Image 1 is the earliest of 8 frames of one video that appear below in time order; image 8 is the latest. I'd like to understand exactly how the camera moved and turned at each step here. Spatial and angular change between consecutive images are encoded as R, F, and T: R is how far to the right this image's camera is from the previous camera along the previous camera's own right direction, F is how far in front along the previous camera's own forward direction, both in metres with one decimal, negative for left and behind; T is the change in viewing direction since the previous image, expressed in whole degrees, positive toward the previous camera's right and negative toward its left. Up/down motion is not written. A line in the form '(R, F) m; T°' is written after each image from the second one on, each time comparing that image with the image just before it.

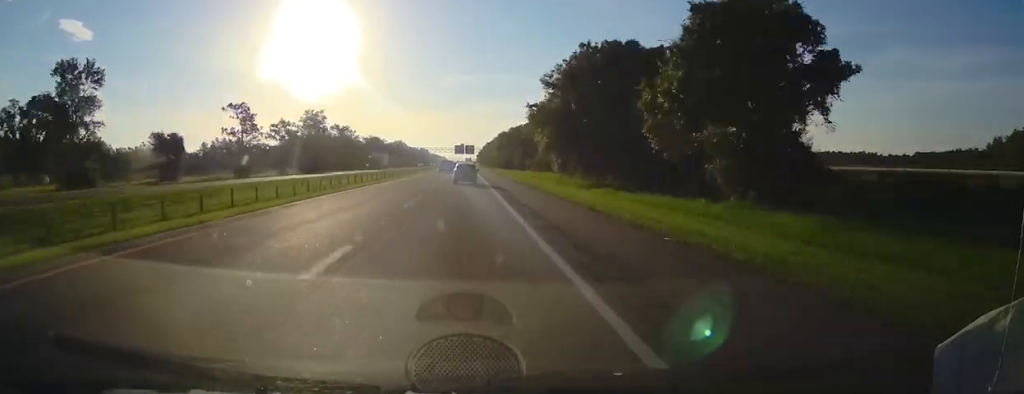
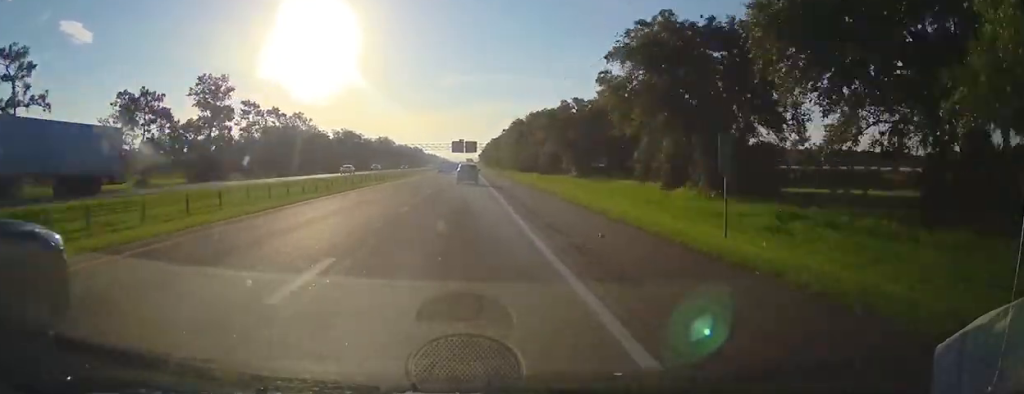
(+0.1, +71.5) m; 0°
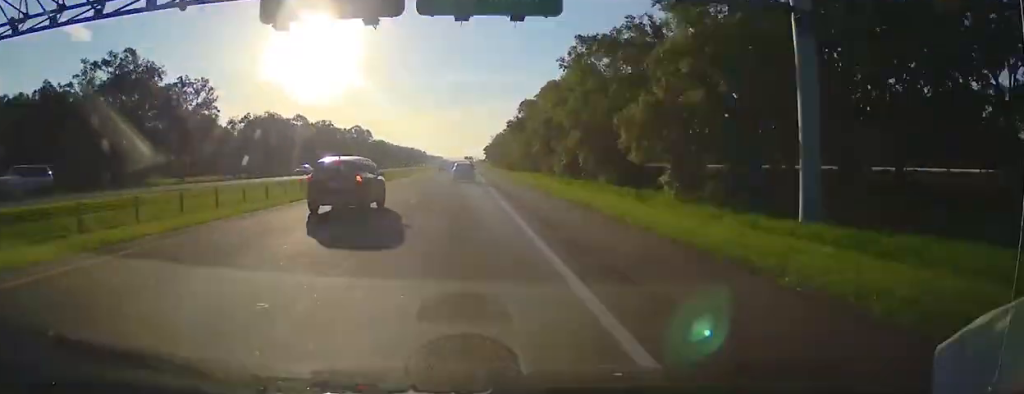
(-0.9, +218.7) m; 0°
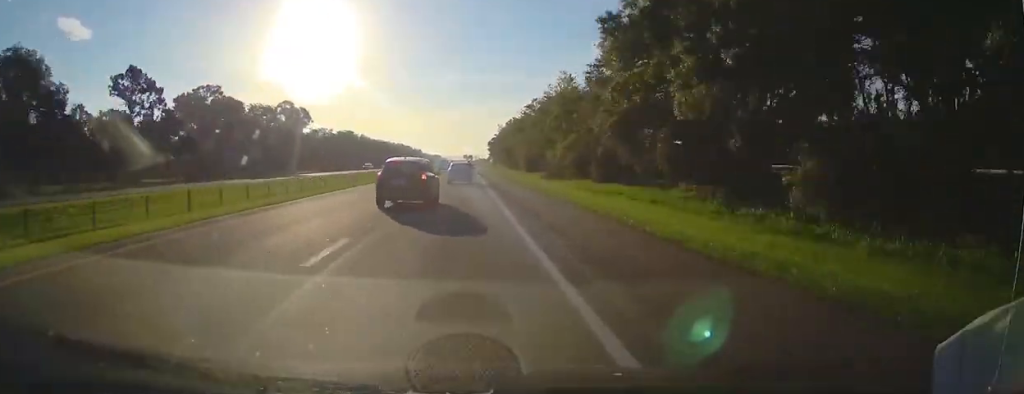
(-0.1, +70.0) m; 0°
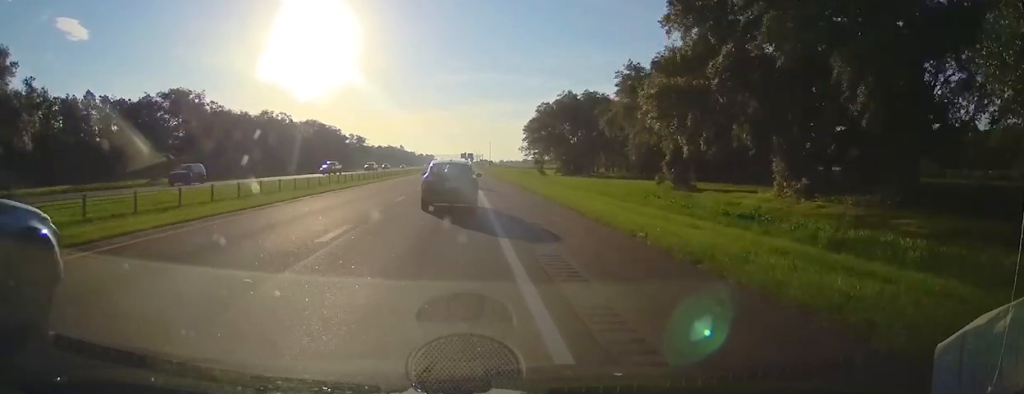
(+0.7, +196.9) m; 0°
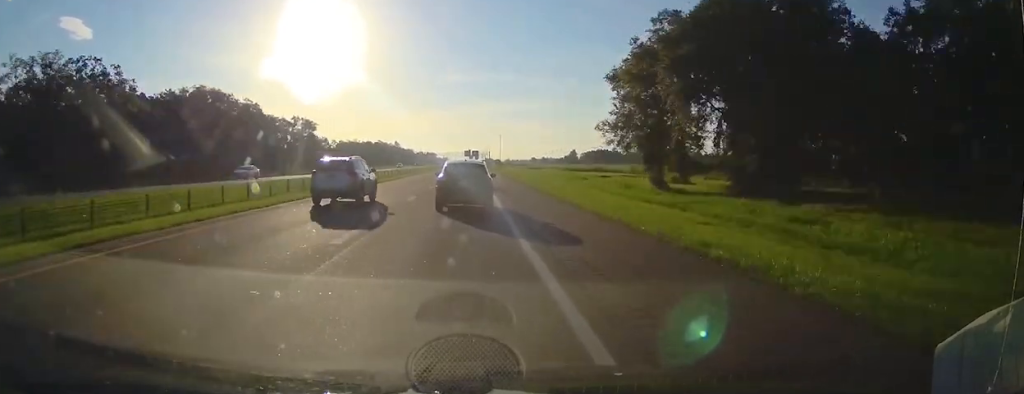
(-0.6, +92.5) m; 0°
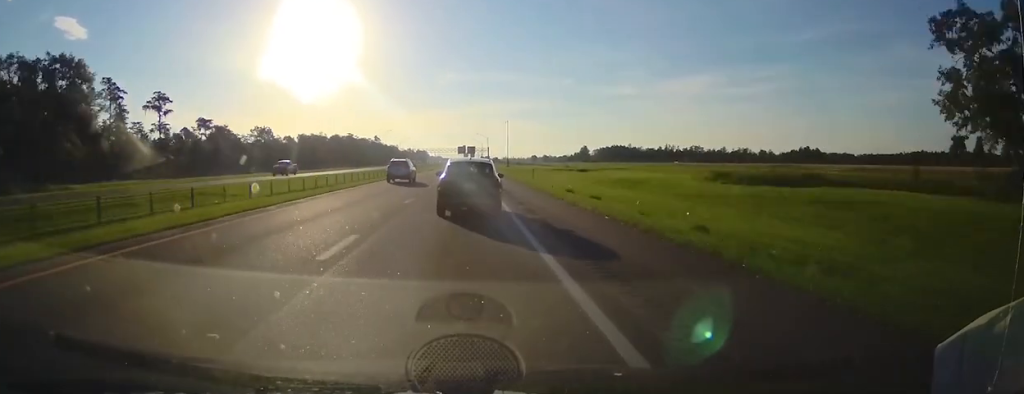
(+0.4, +89.3) m; 0°
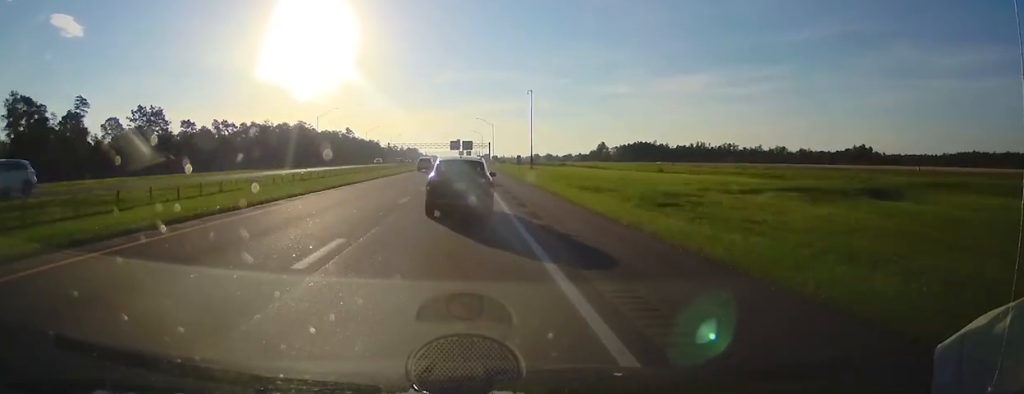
(+0.4, +86.0) m; 0°
